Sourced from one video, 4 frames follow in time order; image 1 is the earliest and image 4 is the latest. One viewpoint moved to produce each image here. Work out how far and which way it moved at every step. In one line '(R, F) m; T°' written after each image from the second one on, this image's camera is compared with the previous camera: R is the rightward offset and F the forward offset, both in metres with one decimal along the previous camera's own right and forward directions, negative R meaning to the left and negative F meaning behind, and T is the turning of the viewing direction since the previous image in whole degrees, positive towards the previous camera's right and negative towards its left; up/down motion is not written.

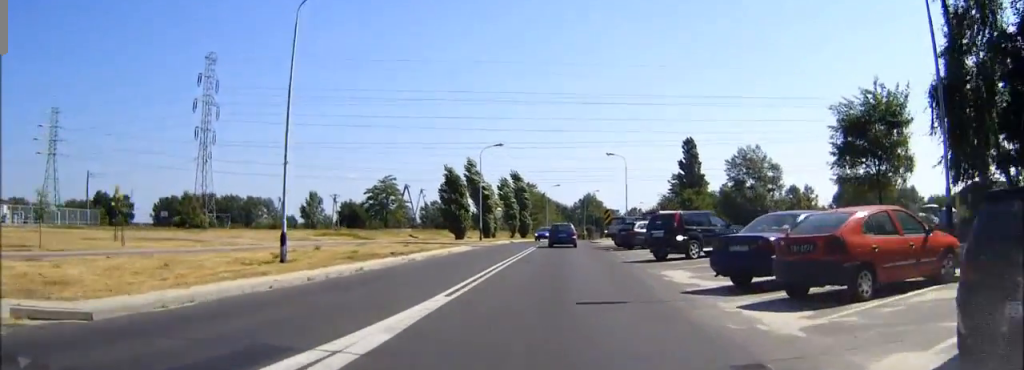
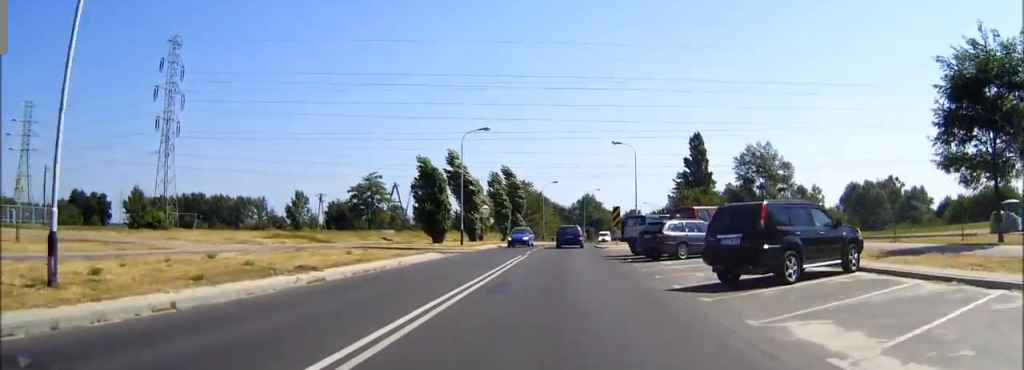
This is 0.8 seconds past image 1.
(0.0, +11.1) m; 0°
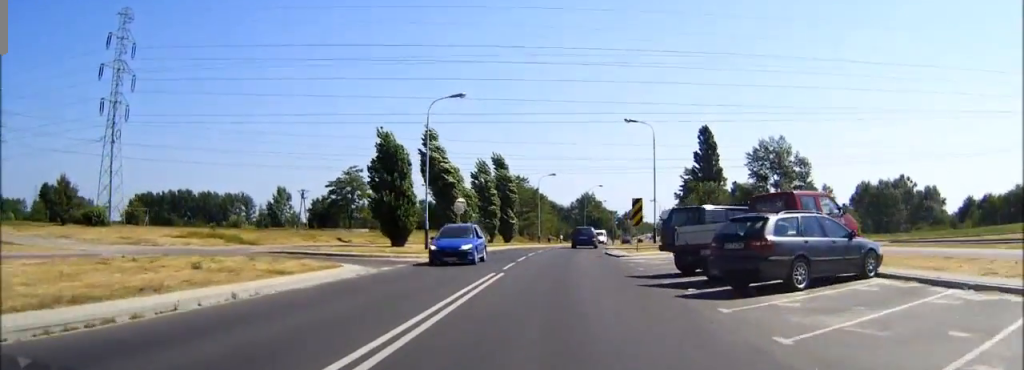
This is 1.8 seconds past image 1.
(0.0, +13.4) m; 0°
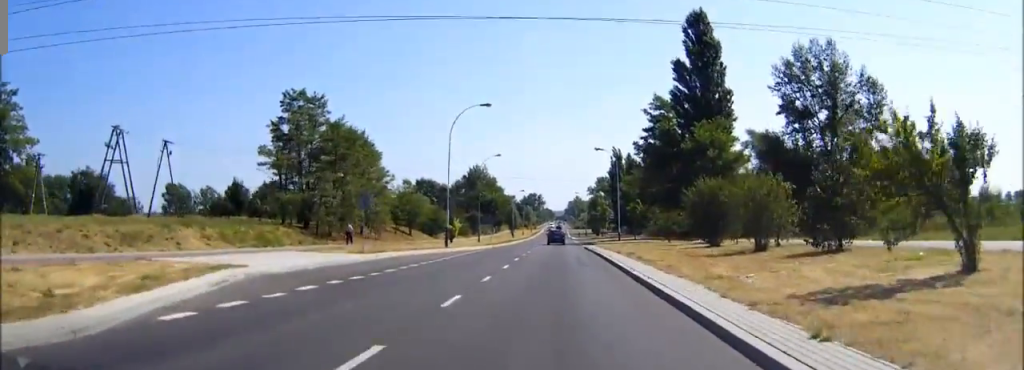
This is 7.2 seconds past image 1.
(+5.4, +78.1) m; +9°
